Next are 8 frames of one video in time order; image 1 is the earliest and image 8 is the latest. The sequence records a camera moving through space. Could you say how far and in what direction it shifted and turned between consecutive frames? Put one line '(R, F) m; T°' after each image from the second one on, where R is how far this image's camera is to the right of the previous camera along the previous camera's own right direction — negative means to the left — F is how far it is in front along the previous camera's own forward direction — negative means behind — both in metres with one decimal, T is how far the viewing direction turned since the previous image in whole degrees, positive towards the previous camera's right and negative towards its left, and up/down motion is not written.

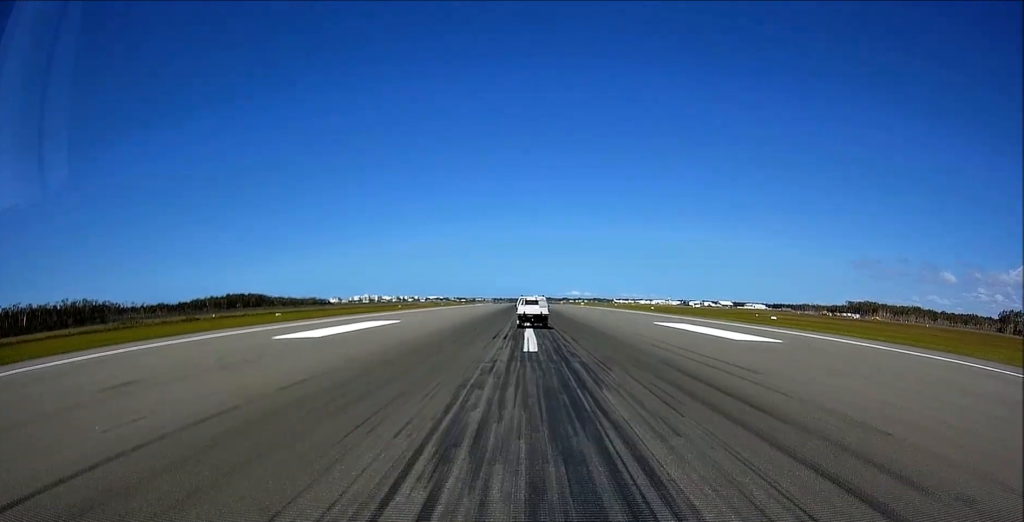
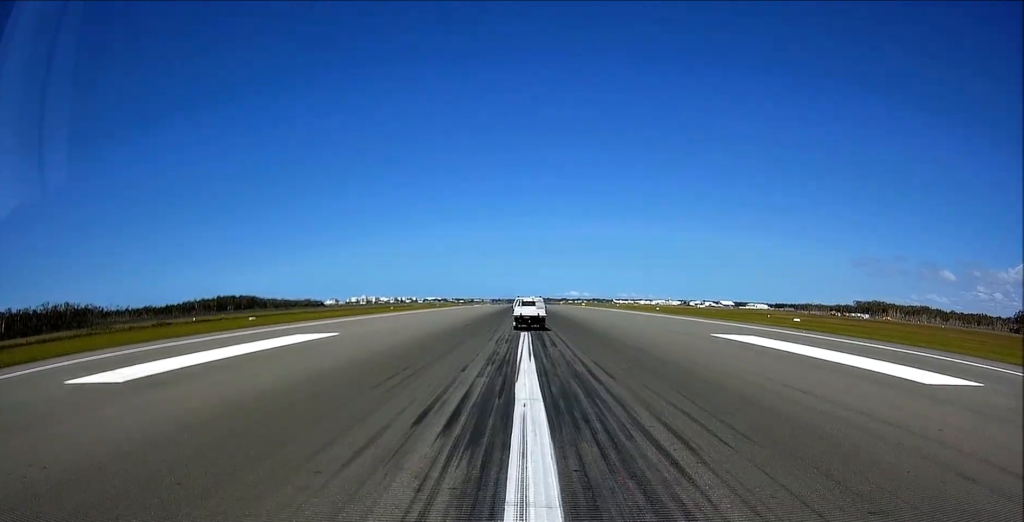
(+0.3, +16.0) m; +1°
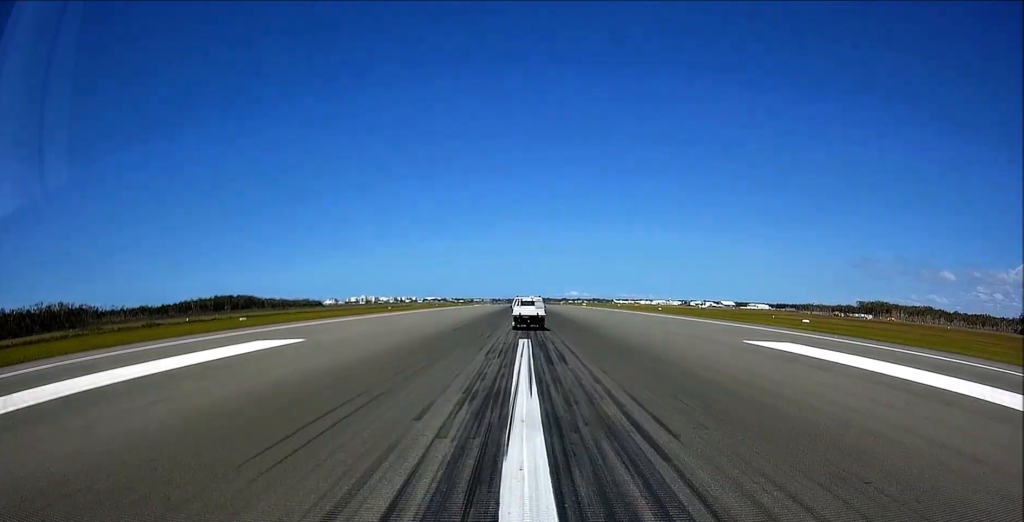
(+0.1, +4.5) m; 0°
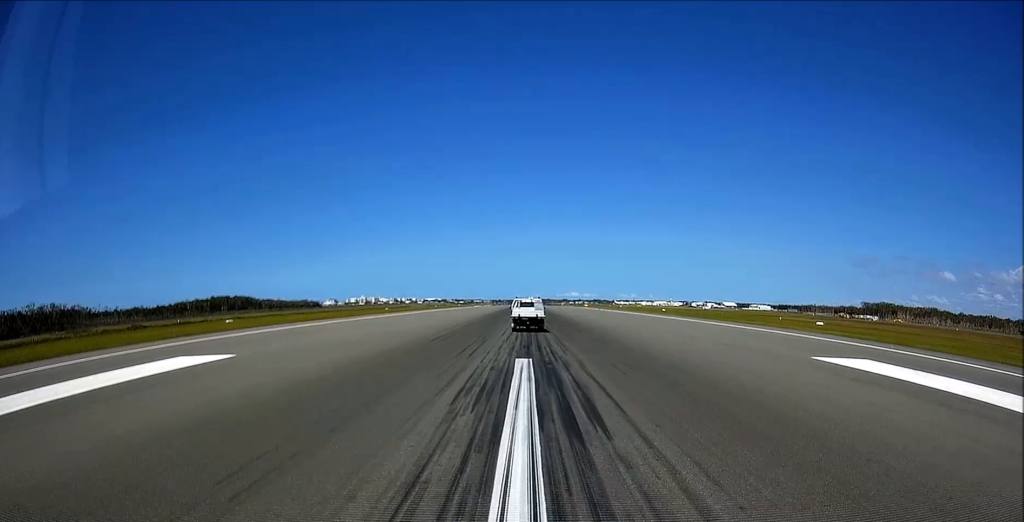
(-0.1, +6.1) m; -1°
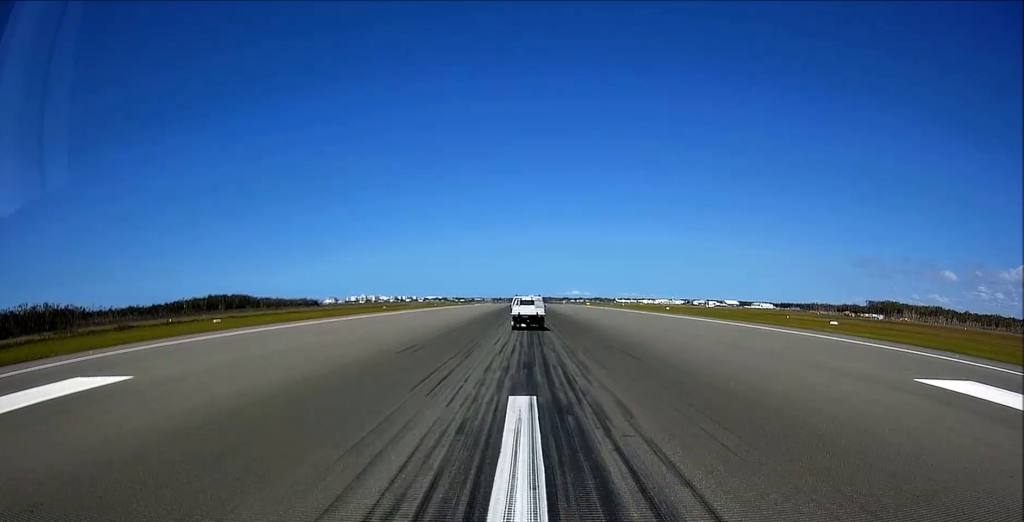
(0.0, +5.6) m; 0°
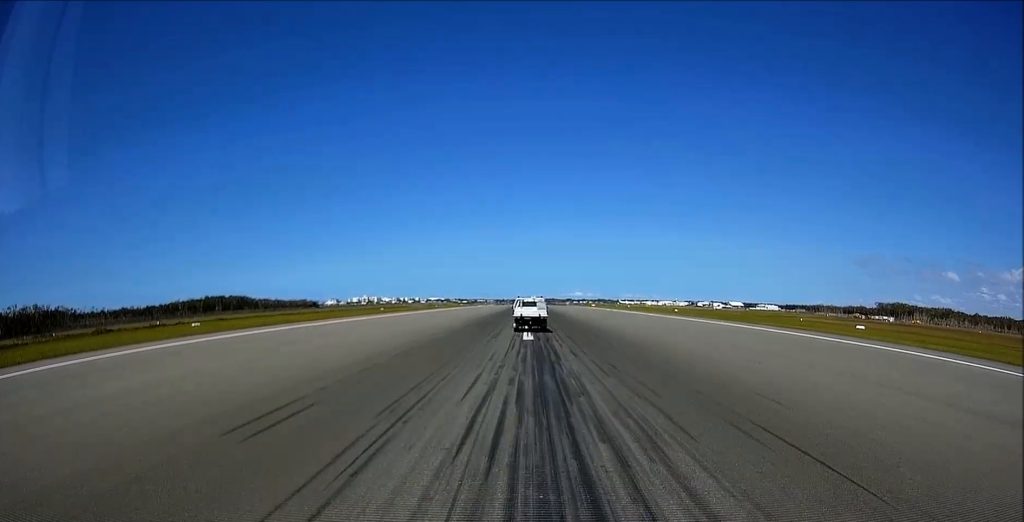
(0.0, +10.3) m; 0°
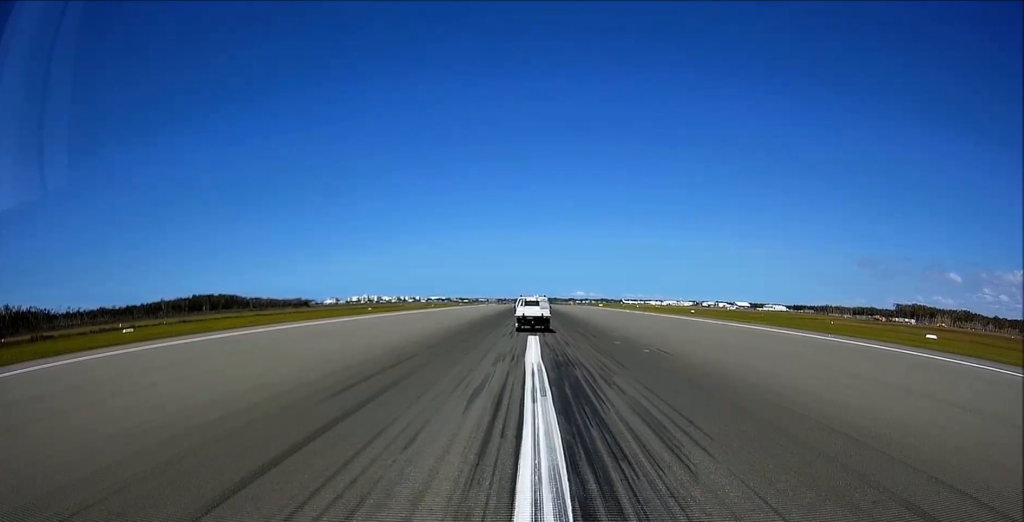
(+0.5, +29.9) m; 0°
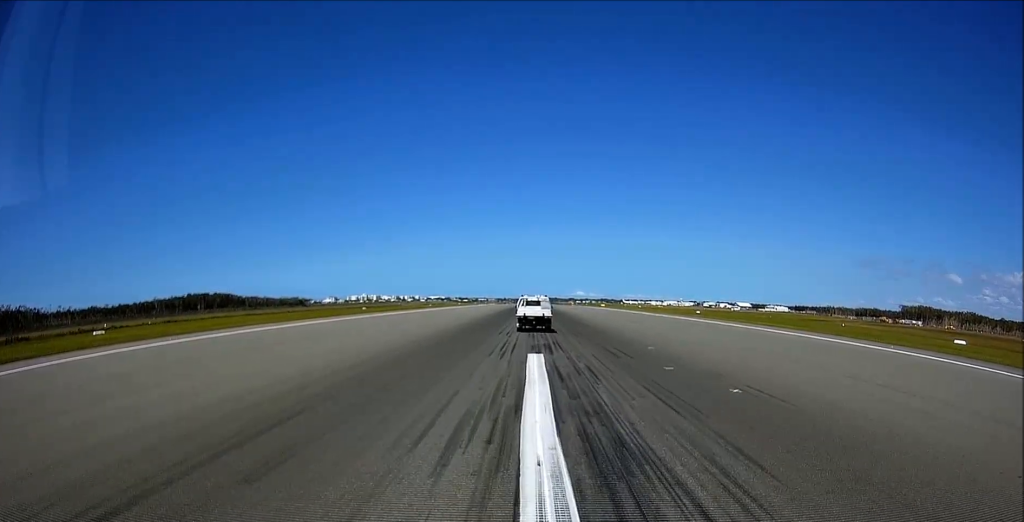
(-0.3, +11.3) m; -2°
